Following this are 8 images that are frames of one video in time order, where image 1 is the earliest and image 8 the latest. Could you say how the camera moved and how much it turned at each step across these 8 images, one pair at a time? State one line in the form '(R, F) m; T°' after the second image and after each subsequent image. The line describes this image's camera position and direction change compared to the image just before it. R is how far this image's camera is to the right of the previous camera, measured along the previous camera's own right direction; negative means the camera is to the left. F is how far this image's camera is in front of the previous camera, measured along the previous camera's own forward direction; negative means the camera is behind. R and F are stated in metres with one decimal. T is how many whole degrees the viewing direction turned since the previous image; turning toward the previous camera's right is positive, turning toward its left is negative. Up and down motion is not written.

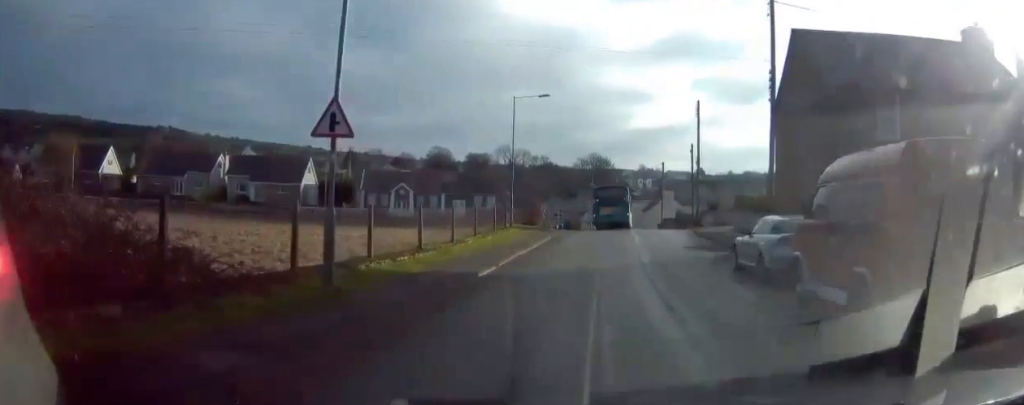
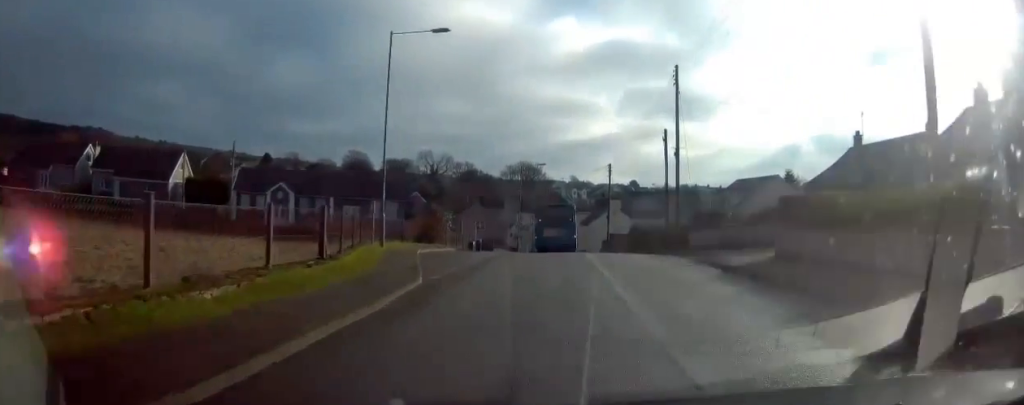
(+2.5, +16.9) m; +10°
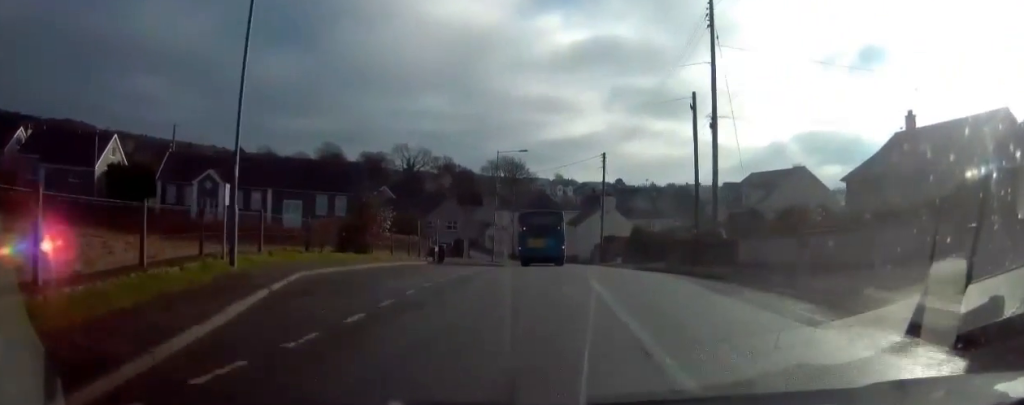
(+0.3, +11.2) m; +2°
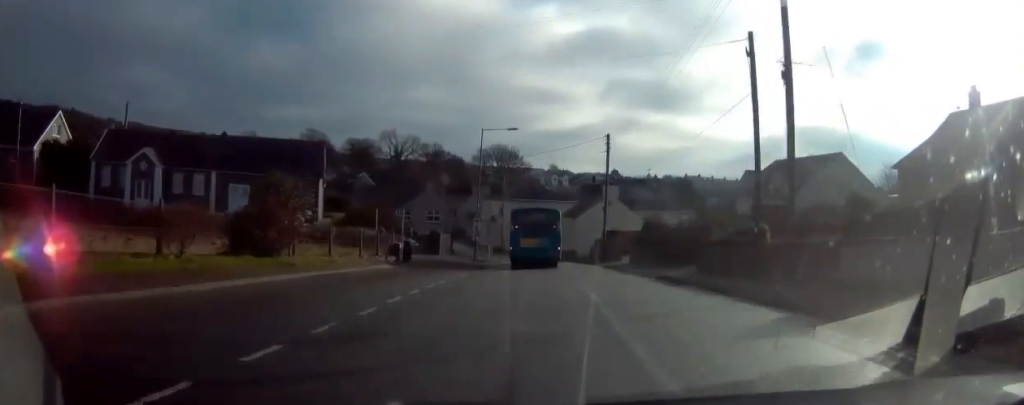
(-0.2, +8.9) m; +1°
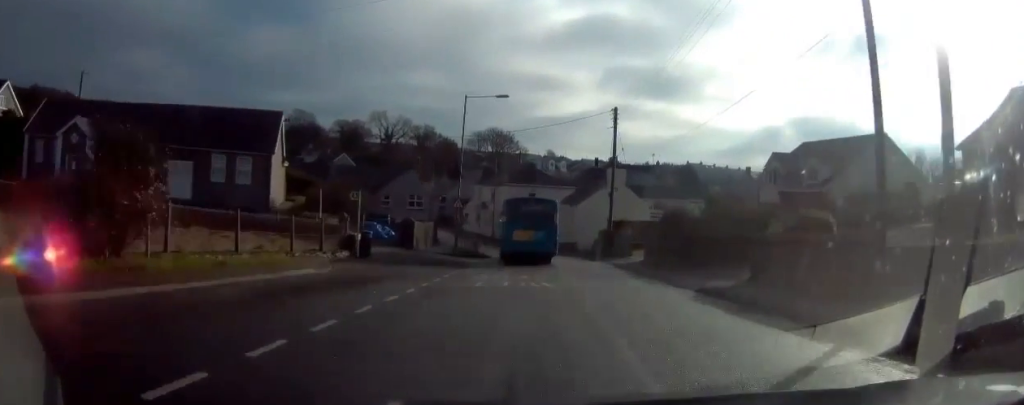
(+0.2, +7.5) m; +1°
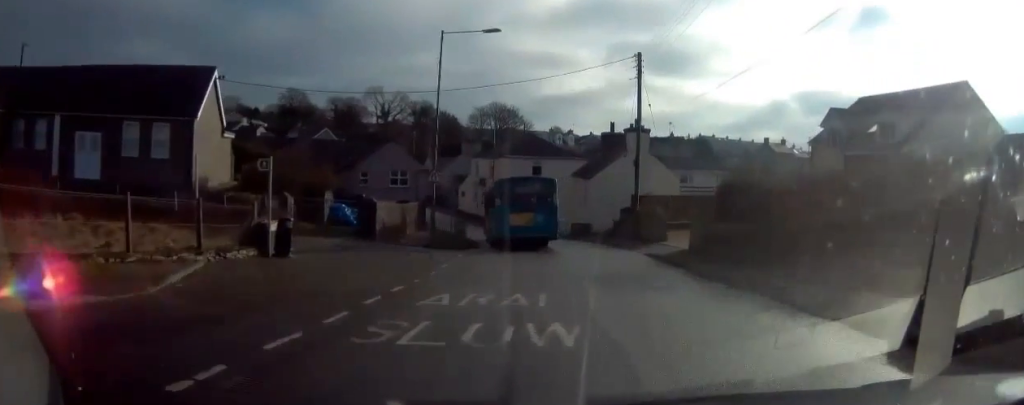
(+0.2, +10.3) m; +1°
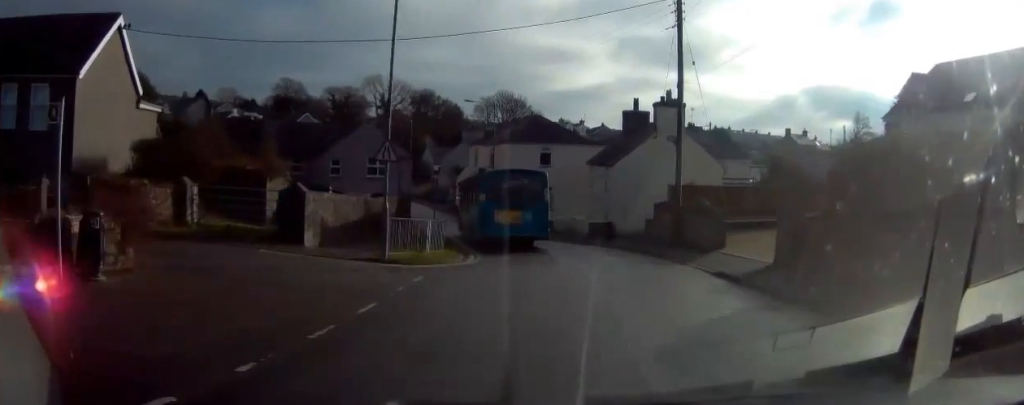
(0.0, +9.4) m; 0°
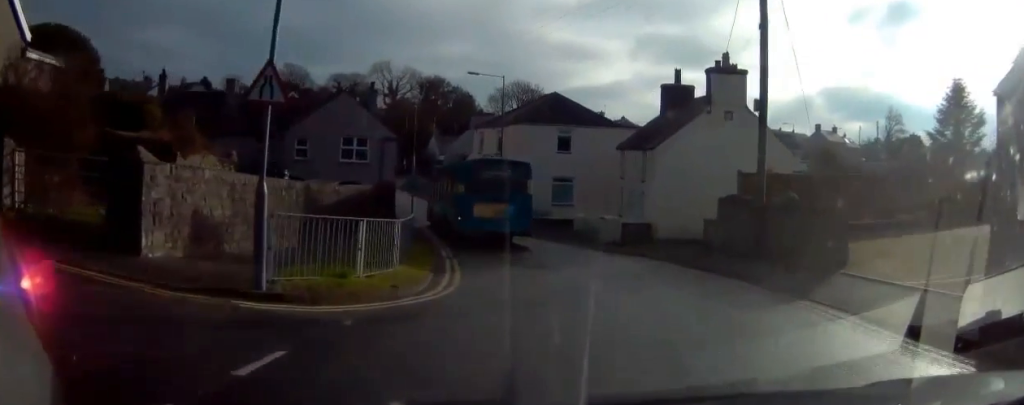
(-0.1, +9.3) m; -2°
